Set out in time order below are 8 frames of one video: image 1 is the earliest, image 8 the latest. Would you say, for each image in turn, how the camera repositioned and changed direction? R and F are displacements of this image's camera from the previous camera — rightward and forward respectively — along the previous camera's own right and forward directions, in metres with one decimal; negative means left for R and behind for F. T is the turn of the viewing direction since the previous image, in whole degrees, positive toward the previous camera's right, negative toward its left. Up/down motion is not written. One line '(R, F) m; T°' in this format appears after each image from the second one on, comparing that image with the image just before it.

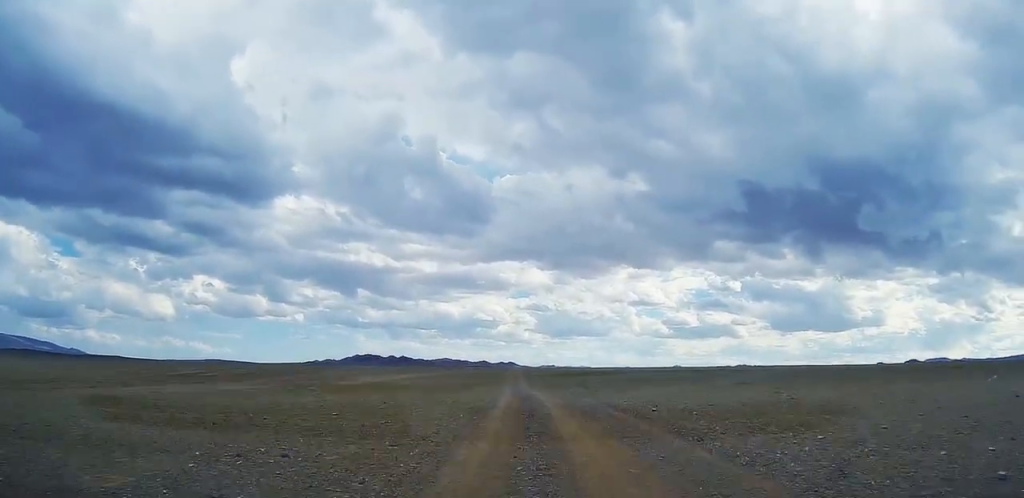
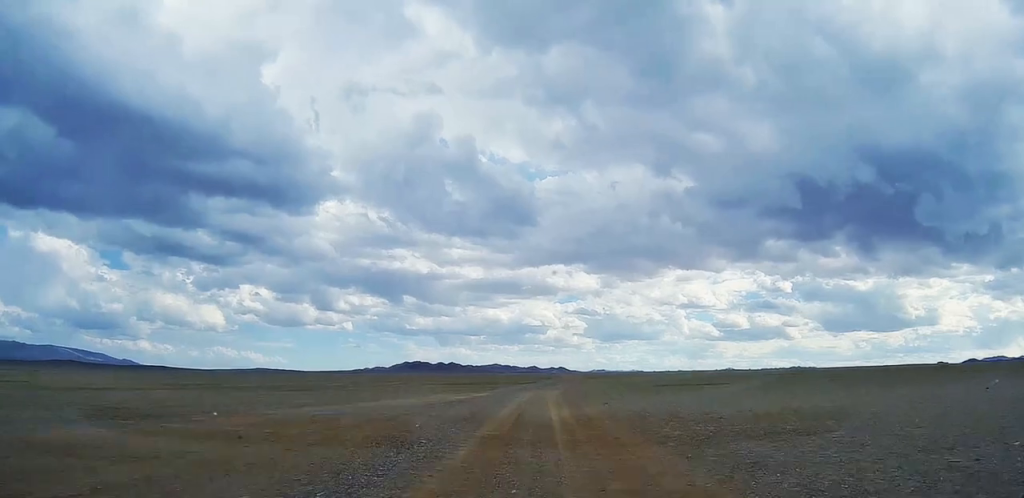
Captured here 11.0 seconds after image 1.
(-0.7, +138.0) m; 0°
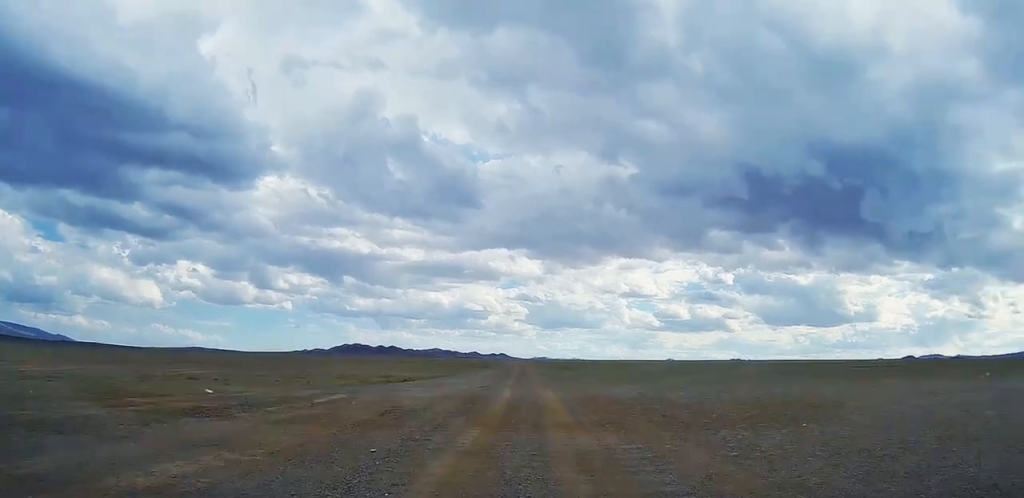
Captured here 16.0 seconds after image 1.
(+0.3, +65.3) m; 0°
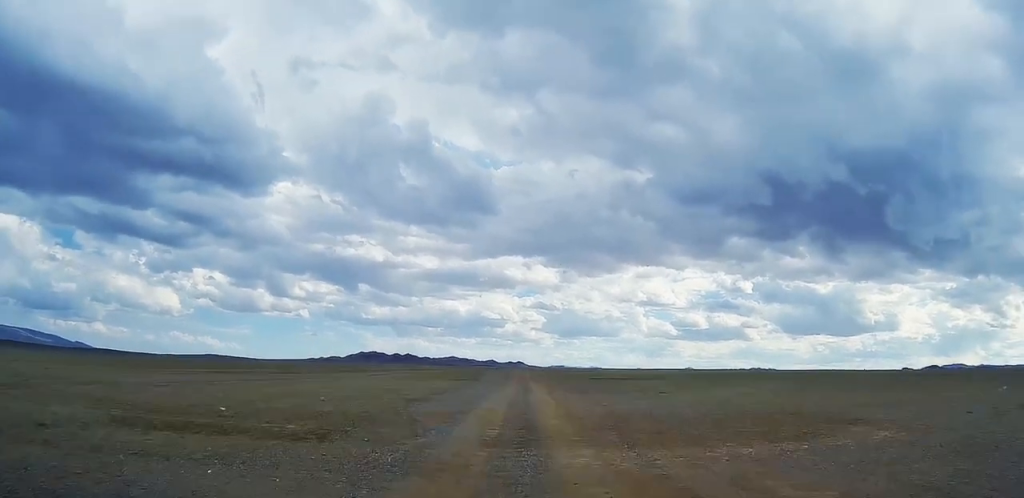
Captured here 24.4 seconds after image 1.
(+0.6, +110.1) m; 0°
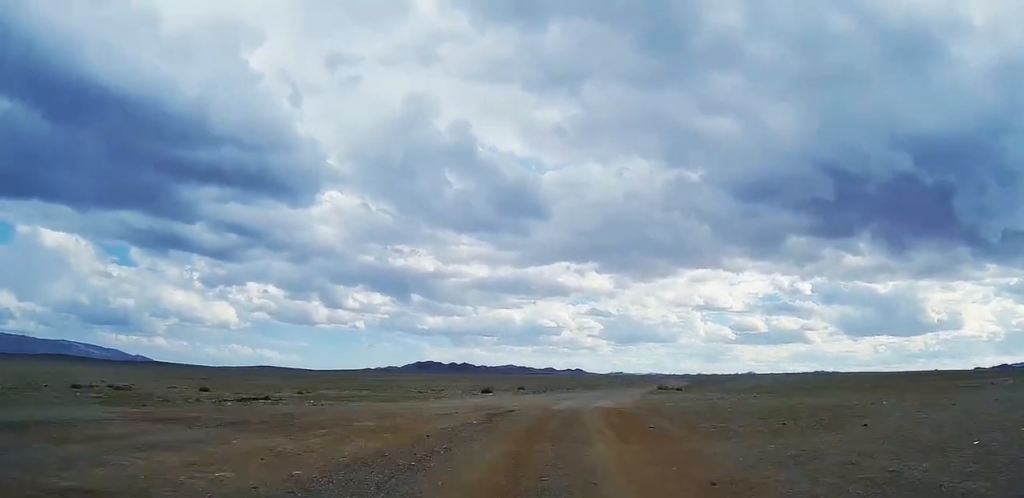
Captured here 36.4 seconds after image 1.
(+2.9, +141.4) m; +6°
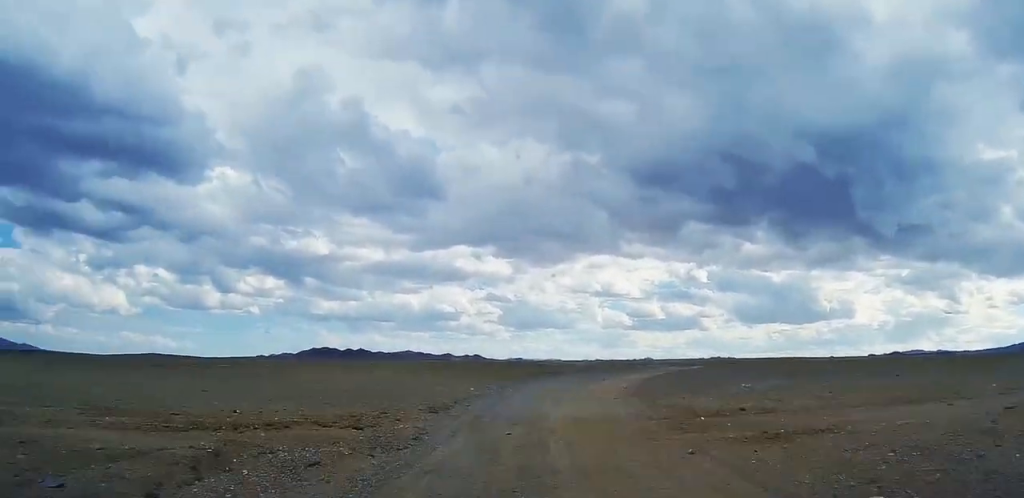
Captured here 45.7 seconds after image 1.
(+6.7, +92.3) m; +4°
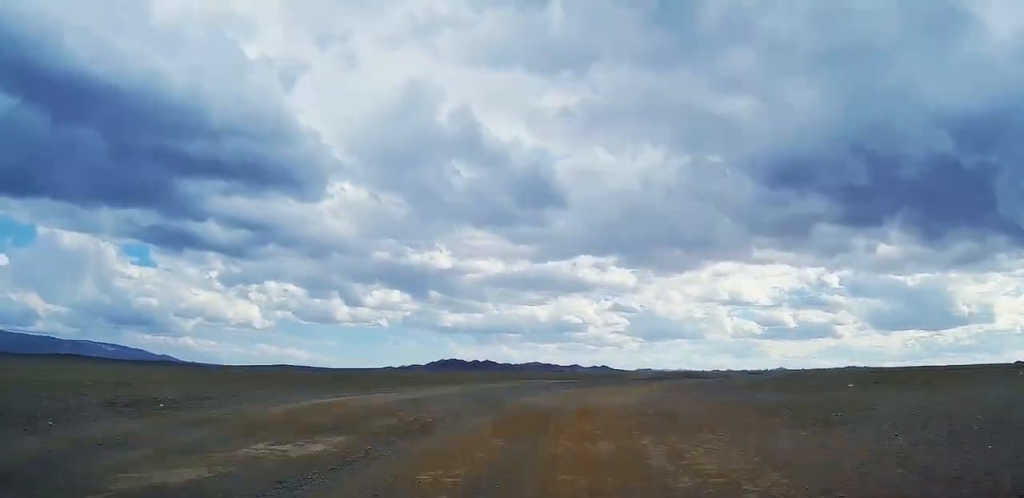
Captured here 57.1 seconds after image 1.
(+0.7, +105.9) m; 0°
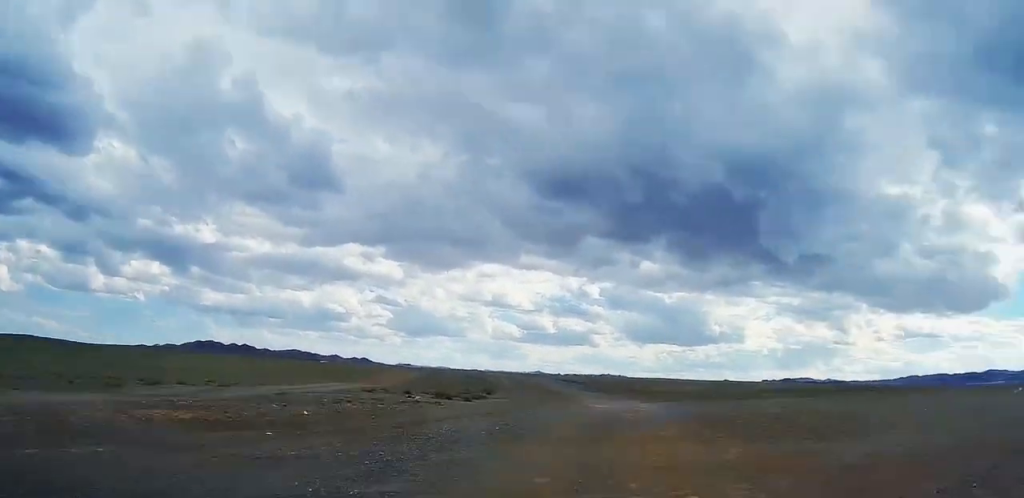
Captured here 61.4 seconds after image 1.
(+2.8, +40.1) m; -1°
